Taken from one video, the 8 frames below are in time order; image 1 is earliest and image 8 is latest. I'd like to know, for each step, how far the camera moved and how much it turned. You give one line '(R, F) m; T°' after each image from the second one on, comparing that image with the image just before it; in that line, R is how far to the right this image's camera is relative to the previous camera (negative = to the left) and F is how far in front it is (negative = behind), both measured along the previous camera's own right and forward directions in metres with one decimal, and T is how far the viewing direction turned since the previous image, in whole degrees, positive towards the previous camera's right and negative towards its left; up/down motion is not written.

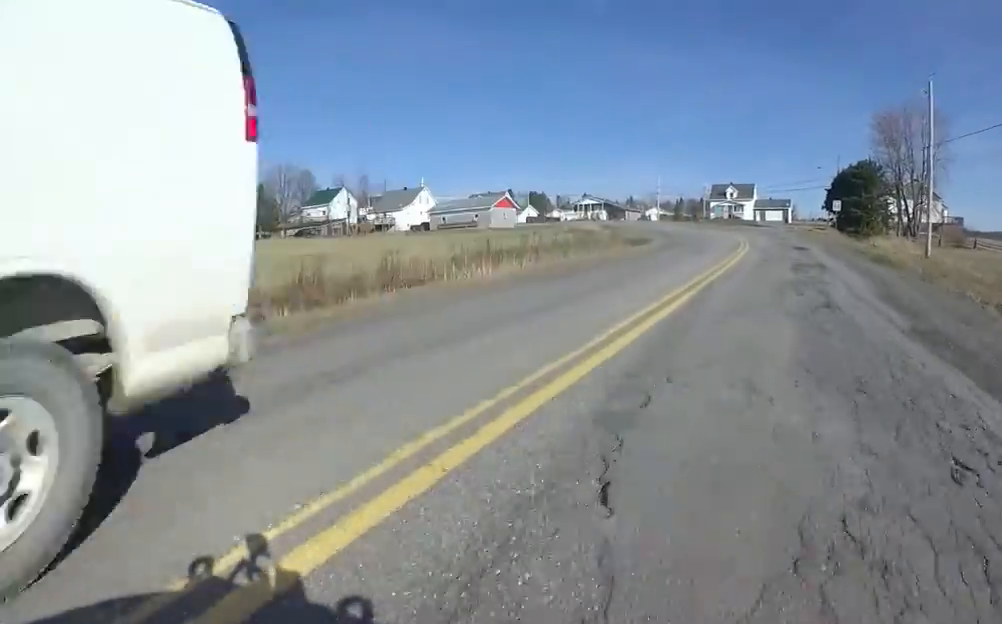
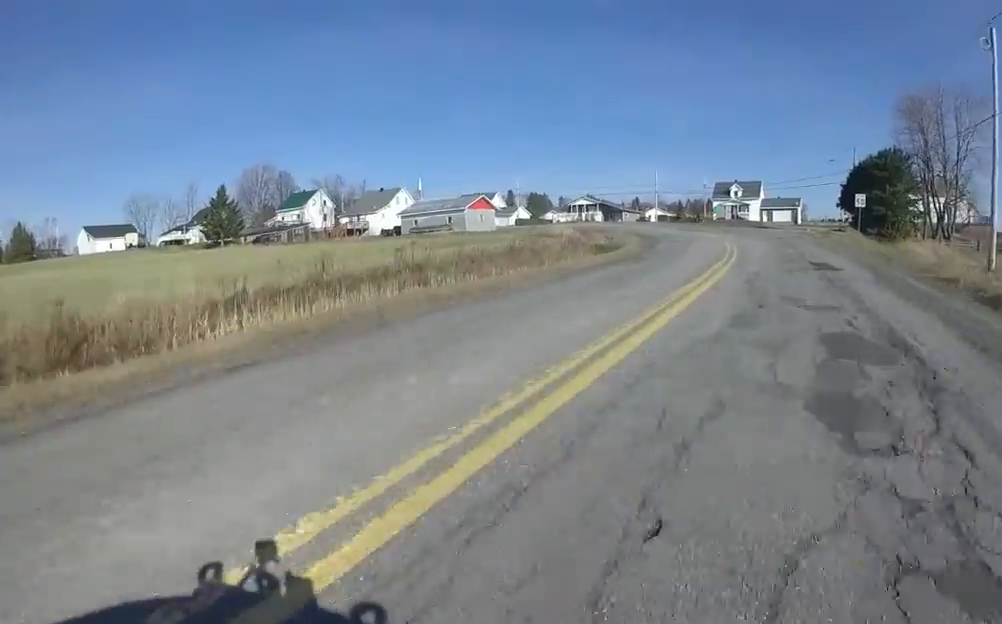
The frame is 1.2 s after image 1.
(-0.3, +9.4) m; -5°
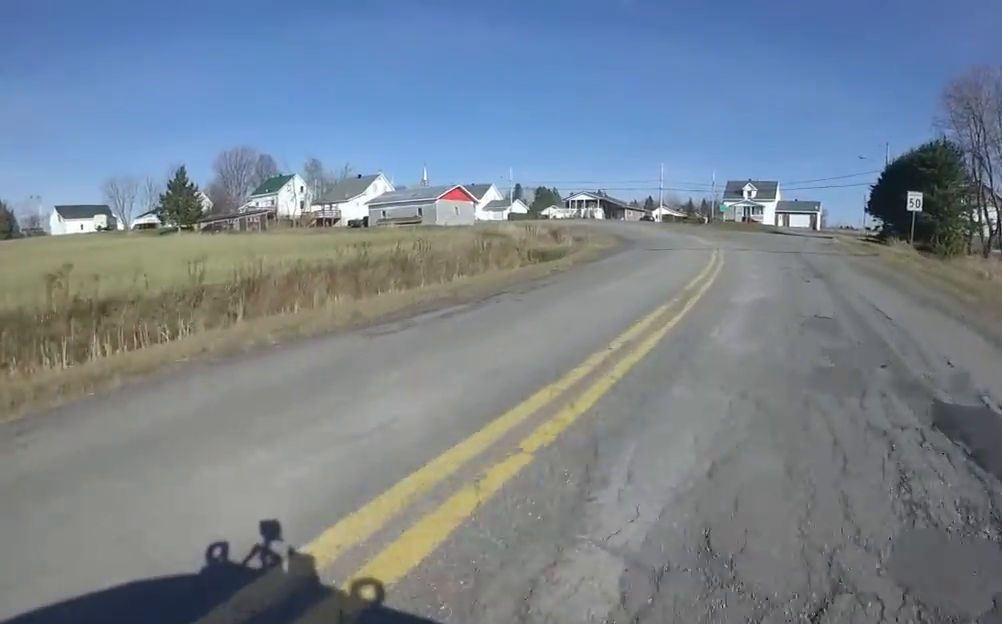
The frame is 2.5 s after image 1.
(-0.7, +10.4) m; -7°
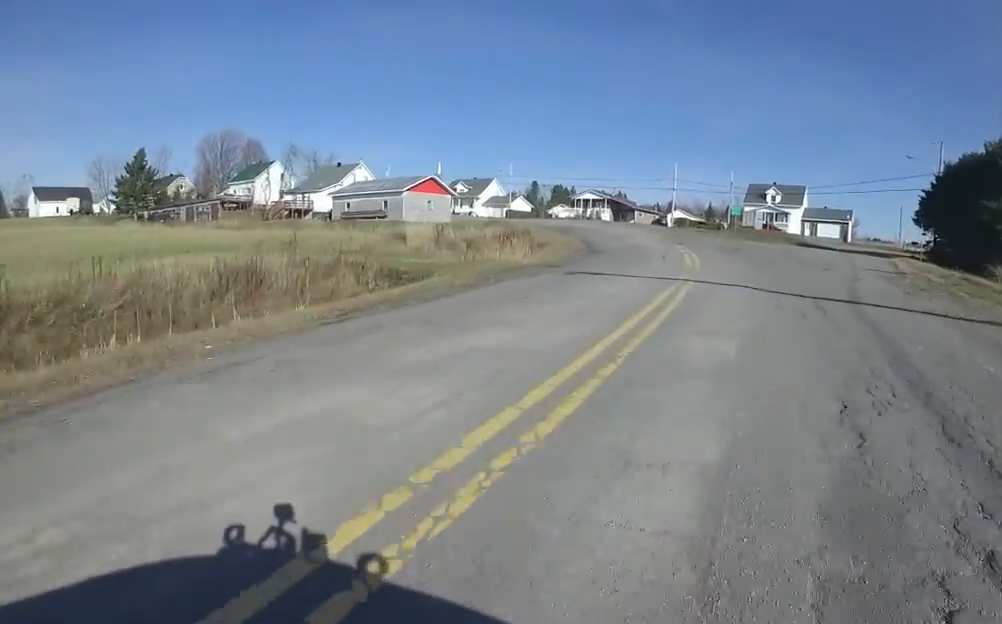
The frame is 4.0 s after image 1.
(-0.2, +10.9) m; -4°
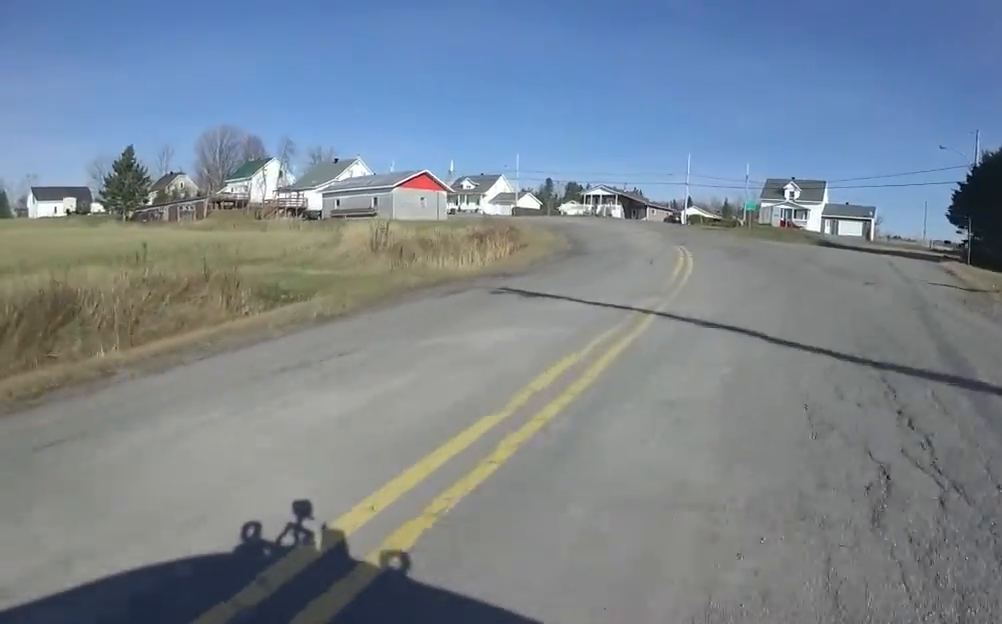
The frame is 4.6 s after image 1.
(+0.2, +4.5) m; -4°
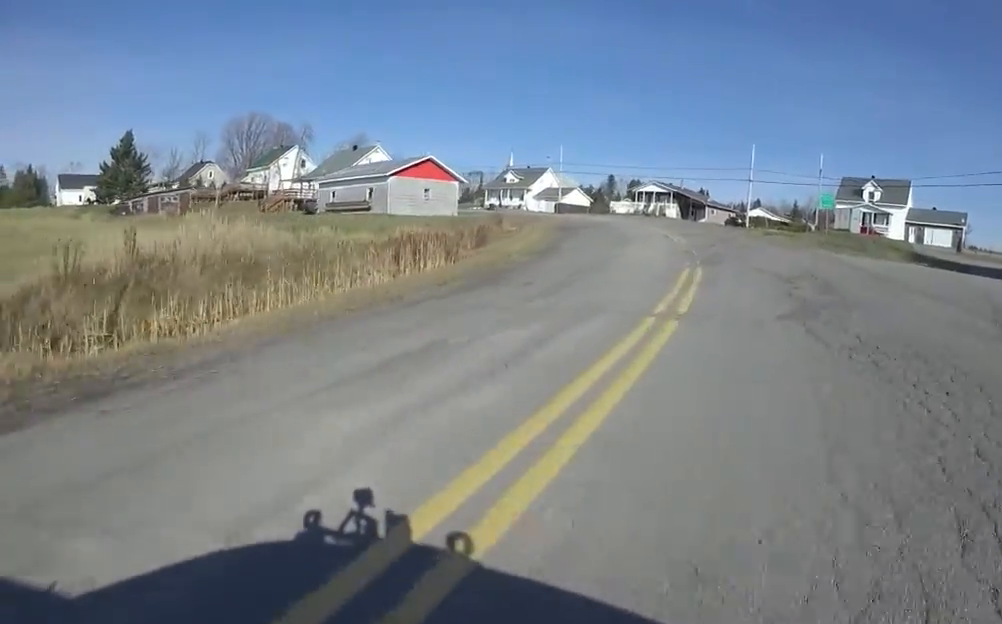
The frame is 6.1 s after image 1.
(-1.1, +11.4) m; -5°
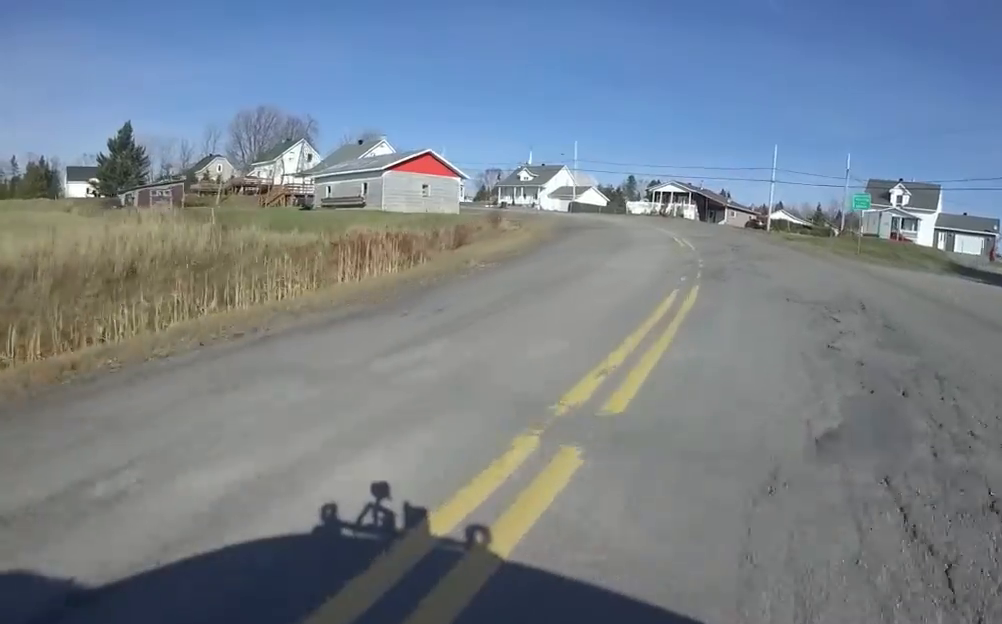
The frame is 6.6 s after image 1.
(+0.2, +3.9) m; 0°
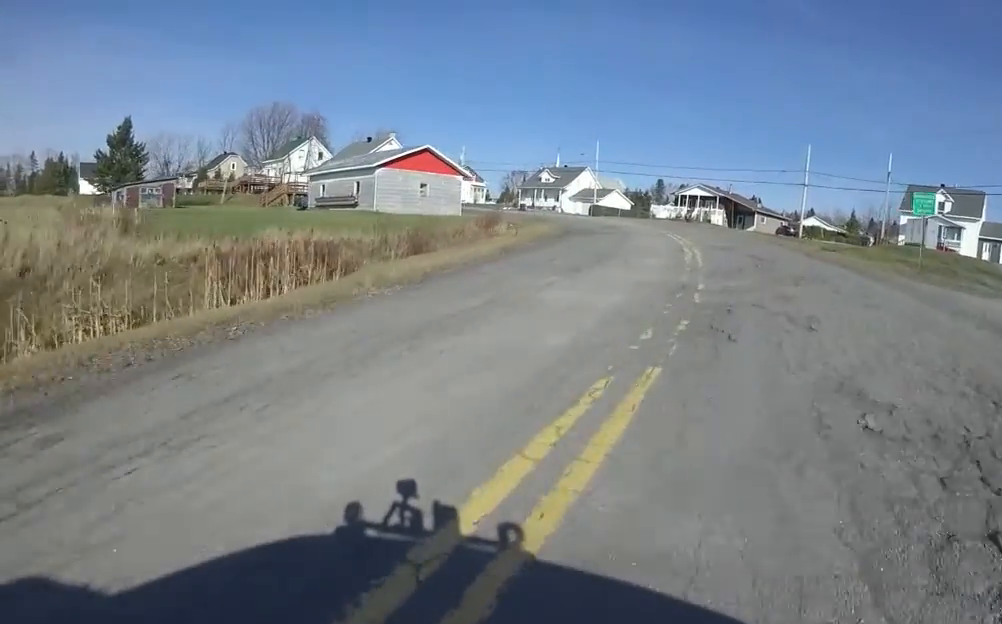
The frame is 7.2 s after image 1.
(-0.2, +4.8) m; -7°
